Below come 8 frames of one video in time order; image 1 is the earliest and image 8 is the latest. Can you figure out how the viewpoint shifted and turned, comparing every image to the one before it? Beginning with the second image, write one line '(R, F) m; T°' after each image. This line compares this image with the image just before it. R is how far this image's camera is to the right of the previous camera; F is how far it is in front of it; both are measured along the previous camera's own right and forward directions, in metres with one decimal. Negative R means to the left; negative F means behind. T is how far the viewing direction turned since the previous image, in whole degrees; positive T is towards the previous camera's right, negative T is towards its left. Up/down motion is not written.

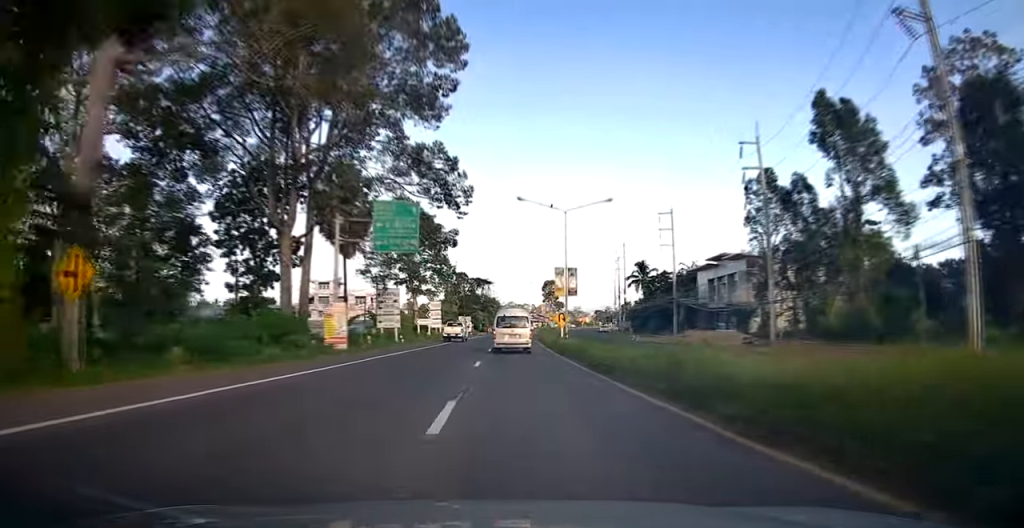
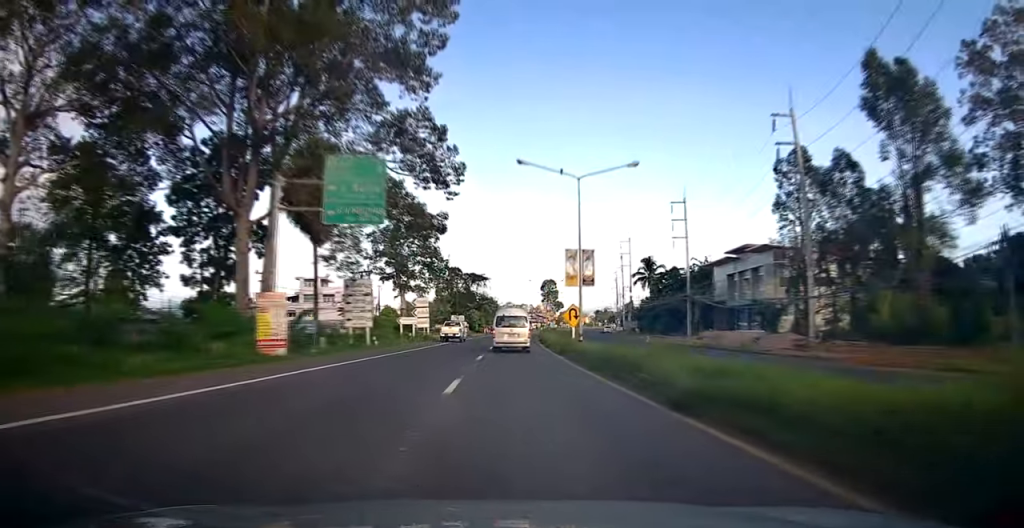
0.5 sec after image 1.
(-0.1, +7.9) m; -1°
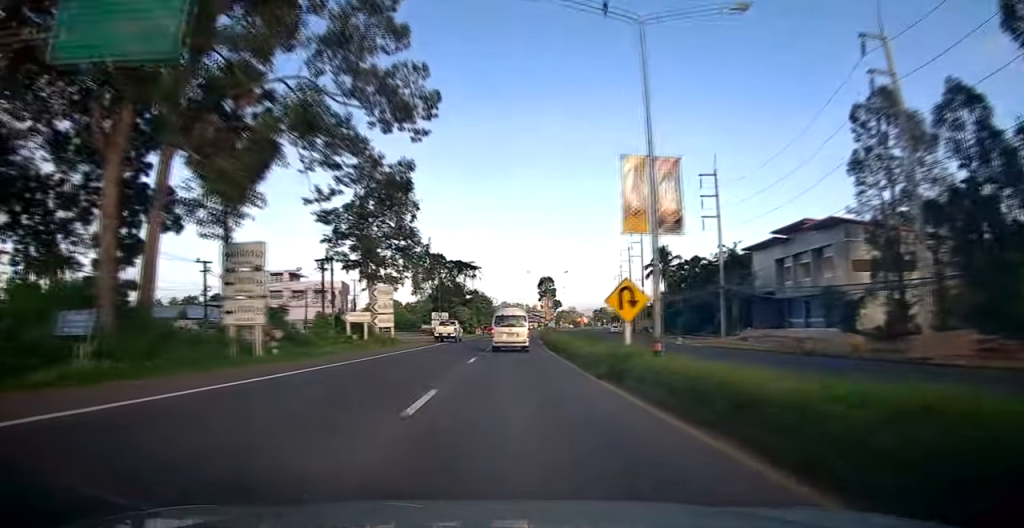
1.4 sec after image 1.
(-0.4, +14.9) m; -1°
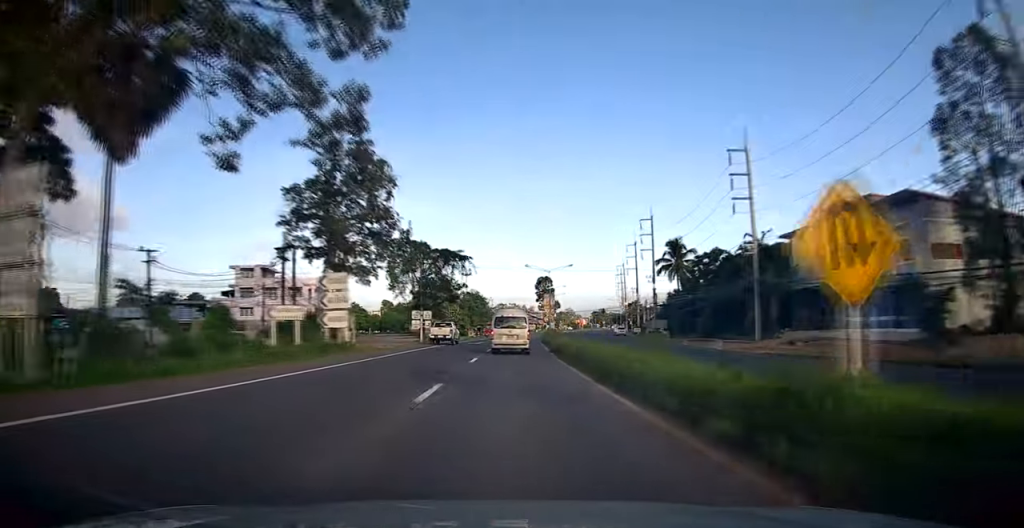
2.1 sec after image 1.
(-0.3, +10.8) m; +2°
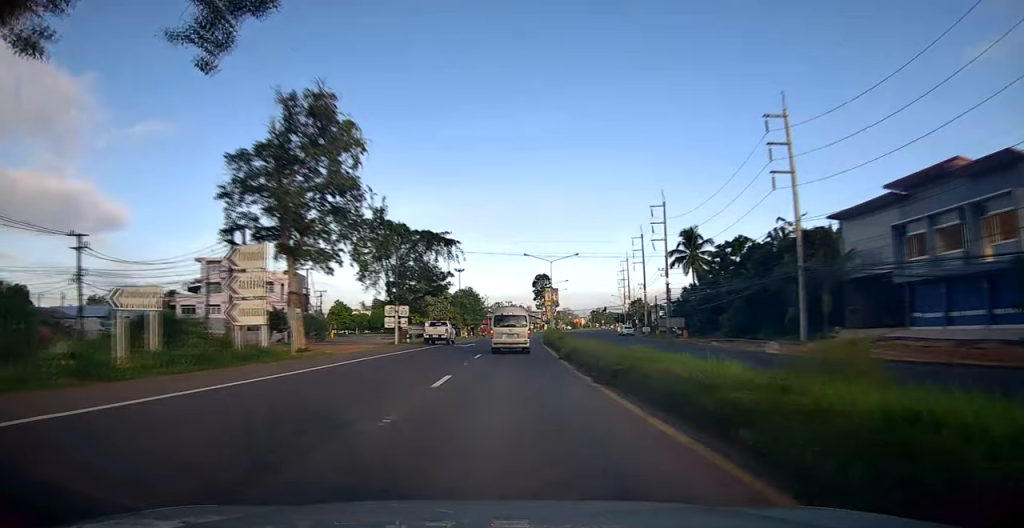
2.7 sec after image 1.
(+0.6, +10.1) m; +1°
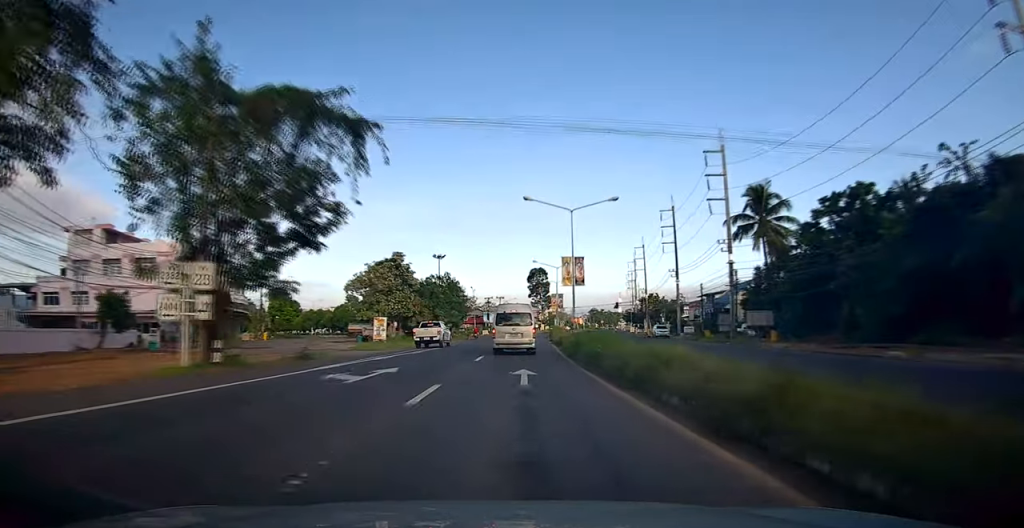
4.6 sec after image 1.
(-0.3, +28.4) m; 0°
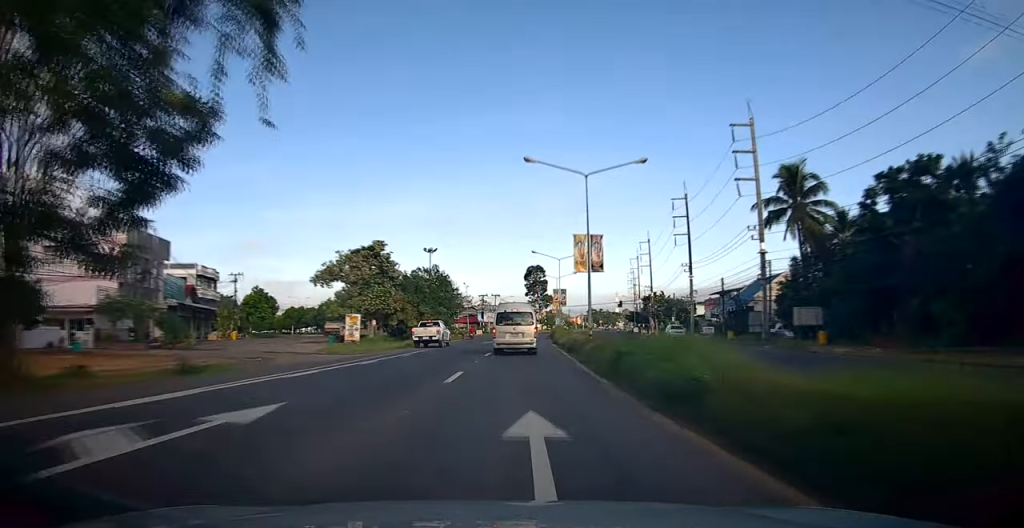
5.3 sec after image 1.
(+0.1, +9.3) m; +1°
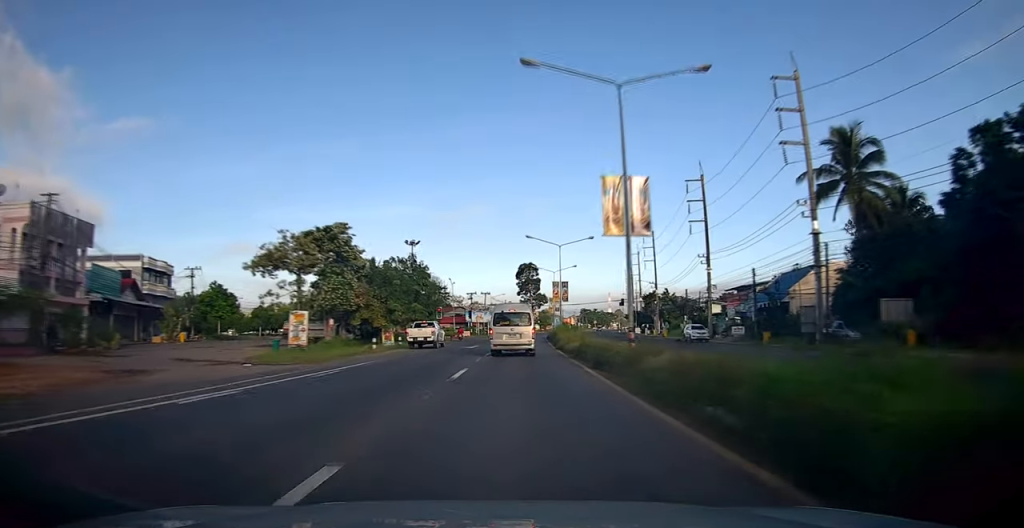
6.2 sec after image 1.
(+0.3, +11.7) m; 0°
